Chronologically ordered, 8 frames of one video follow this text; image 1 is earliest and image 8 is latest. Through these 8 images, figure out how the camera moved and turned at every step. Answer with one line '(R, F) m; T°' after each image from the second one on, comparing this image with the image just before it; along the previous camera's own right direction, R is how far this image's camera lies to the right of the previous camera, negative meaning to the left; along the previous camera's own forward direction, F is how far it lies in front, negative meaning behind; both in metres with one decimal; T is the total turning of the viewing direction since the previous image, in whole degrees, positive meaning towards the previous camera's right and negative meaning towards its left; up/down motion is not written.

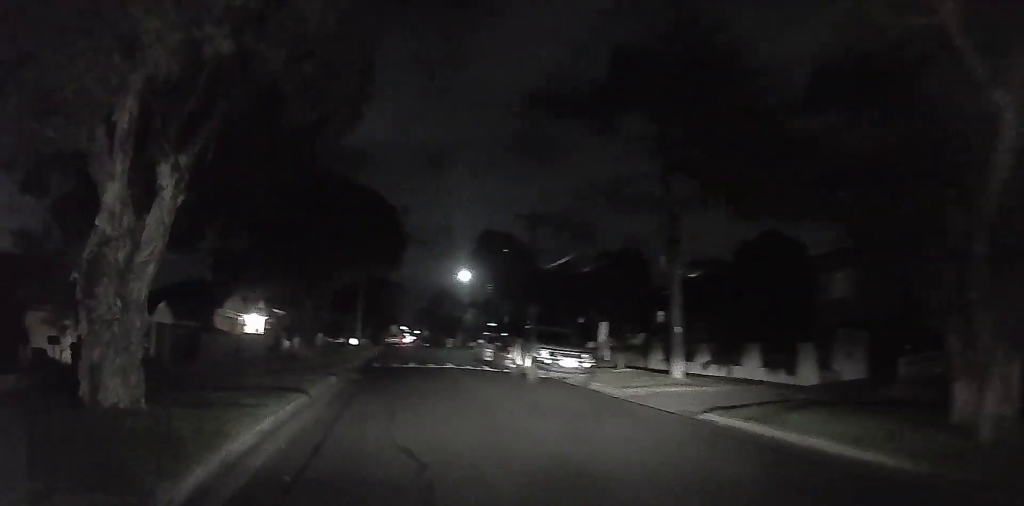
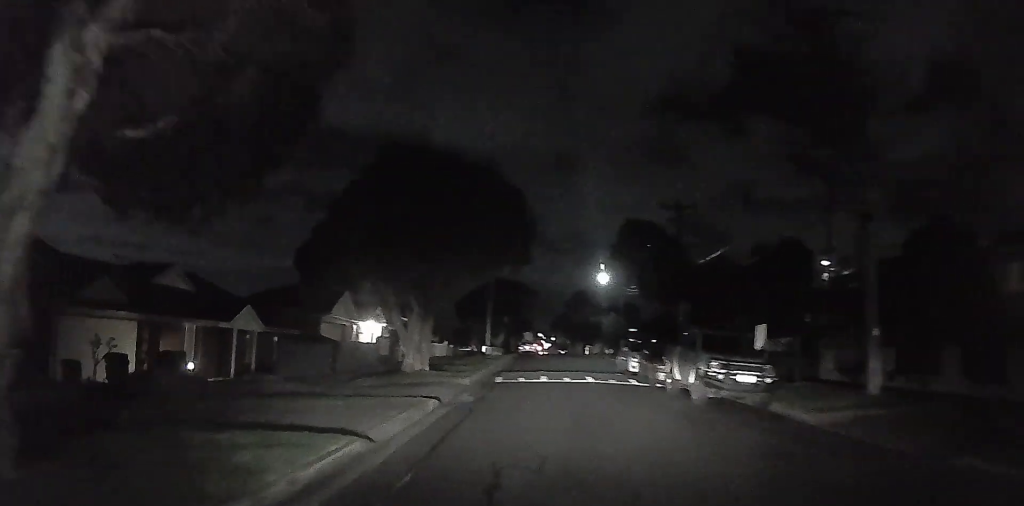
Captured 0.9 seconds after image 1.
(+0.1, +5.5) m; +3°
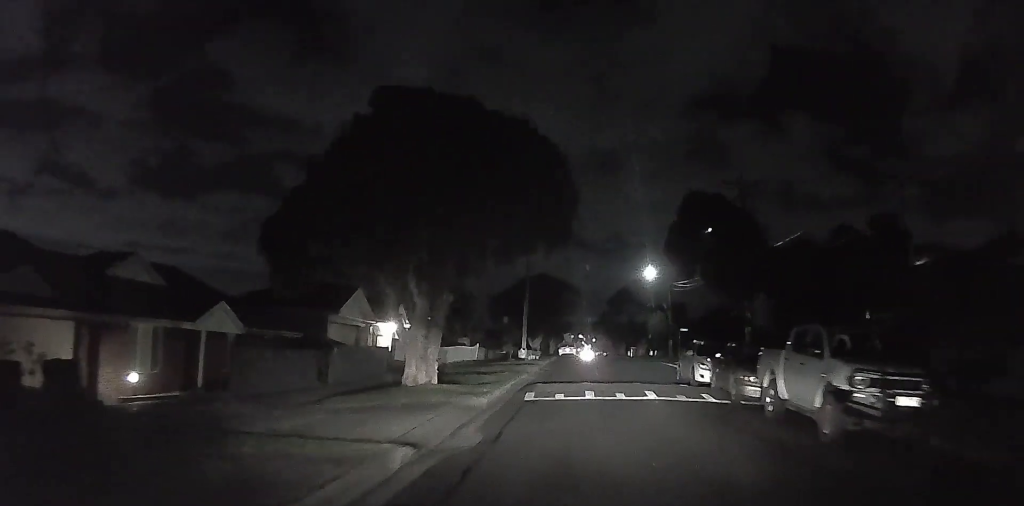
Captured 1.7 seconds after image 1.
(+0.6, +5.9) m; -2°
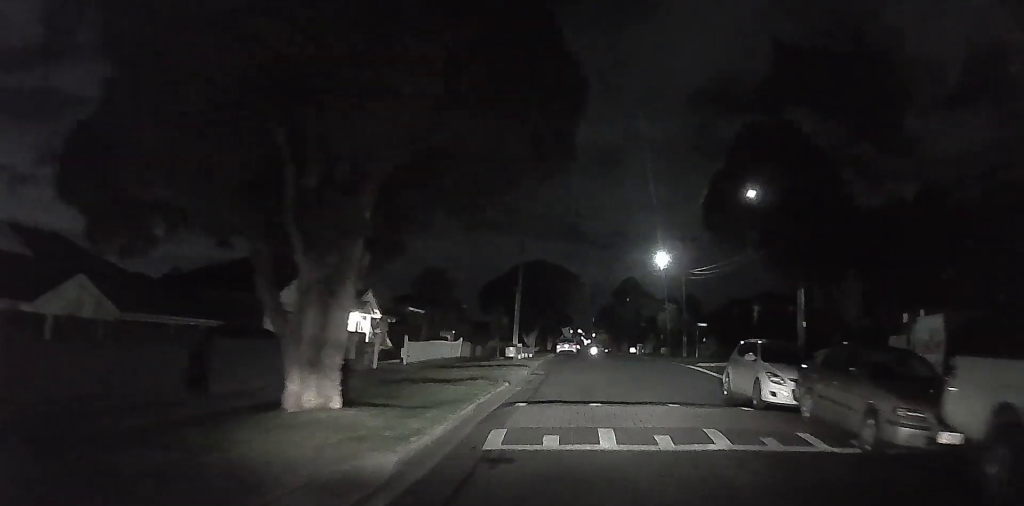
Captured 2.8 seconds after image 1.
(-0.9, +7.7) m; 0°
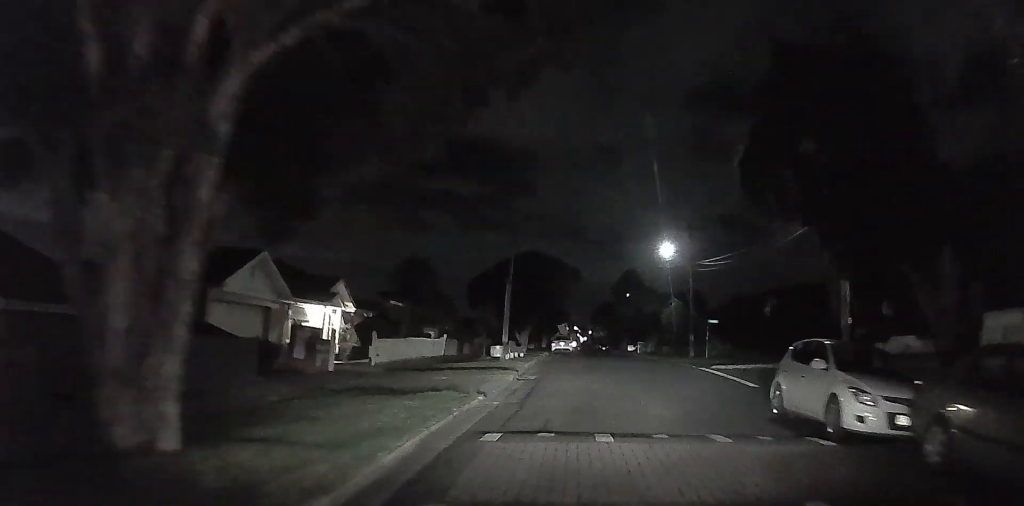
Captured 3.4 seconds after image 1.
(+0.9, +4.8) m; -1°
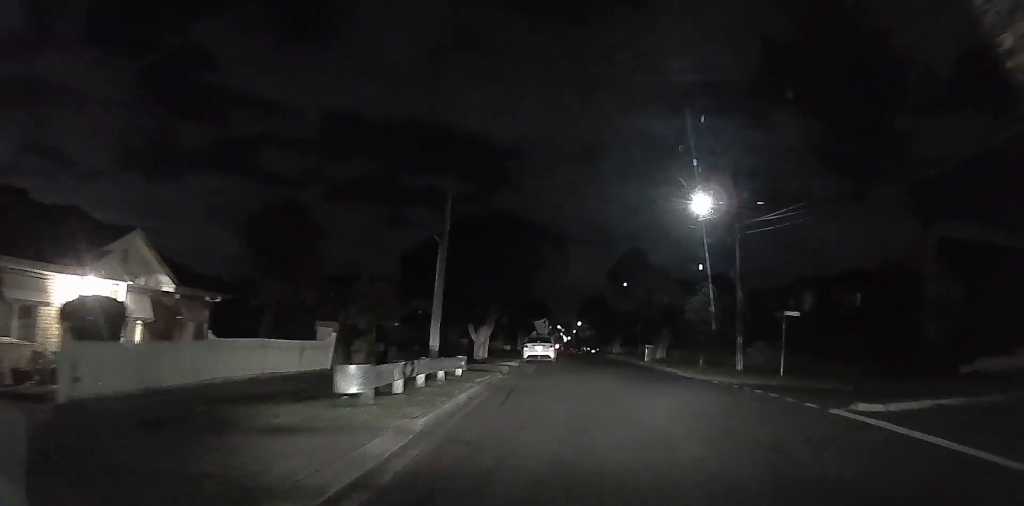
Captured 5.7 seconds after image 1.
(0.0, +20.2) m; -1°
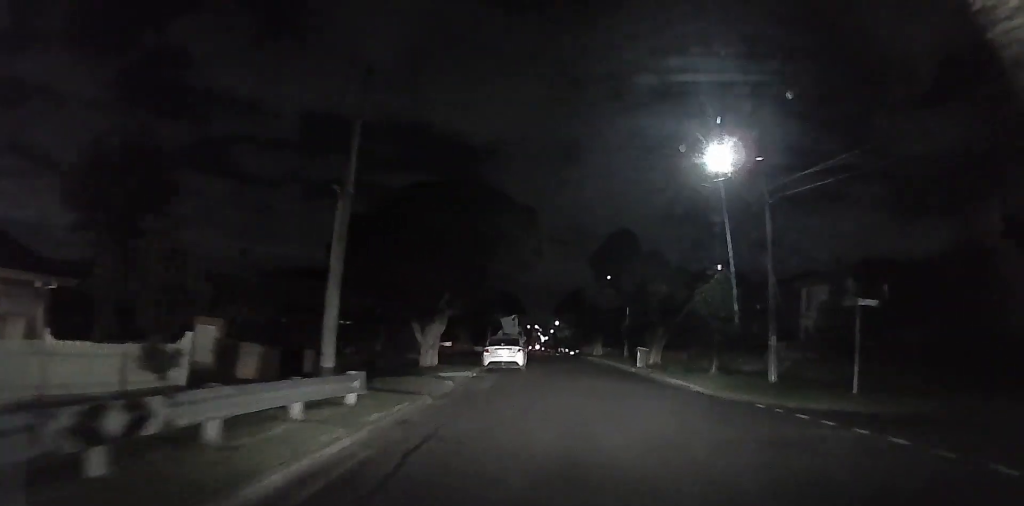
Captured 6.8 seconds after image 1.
(-1.1, +9.2) m; 0°
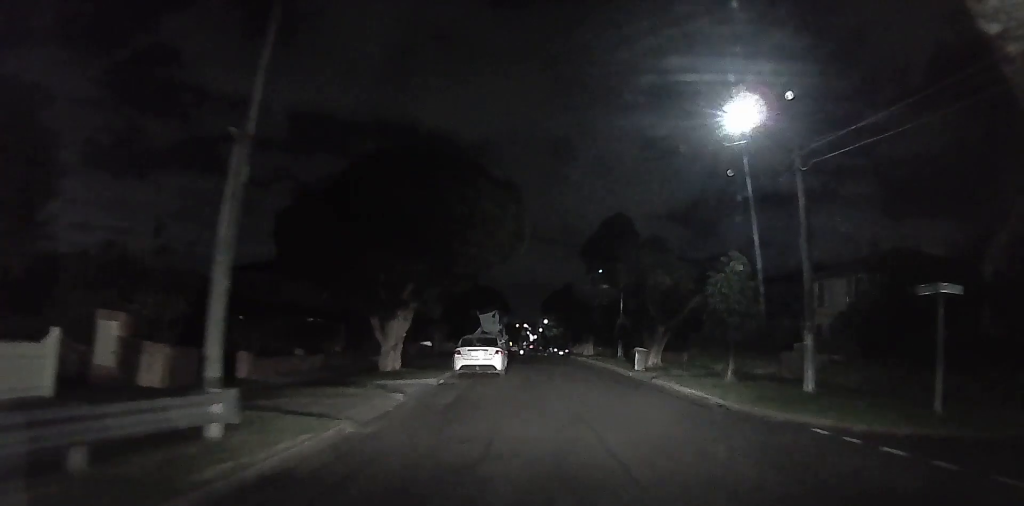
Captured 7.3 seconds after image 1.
(+0.8, +4.8) m; 0°
